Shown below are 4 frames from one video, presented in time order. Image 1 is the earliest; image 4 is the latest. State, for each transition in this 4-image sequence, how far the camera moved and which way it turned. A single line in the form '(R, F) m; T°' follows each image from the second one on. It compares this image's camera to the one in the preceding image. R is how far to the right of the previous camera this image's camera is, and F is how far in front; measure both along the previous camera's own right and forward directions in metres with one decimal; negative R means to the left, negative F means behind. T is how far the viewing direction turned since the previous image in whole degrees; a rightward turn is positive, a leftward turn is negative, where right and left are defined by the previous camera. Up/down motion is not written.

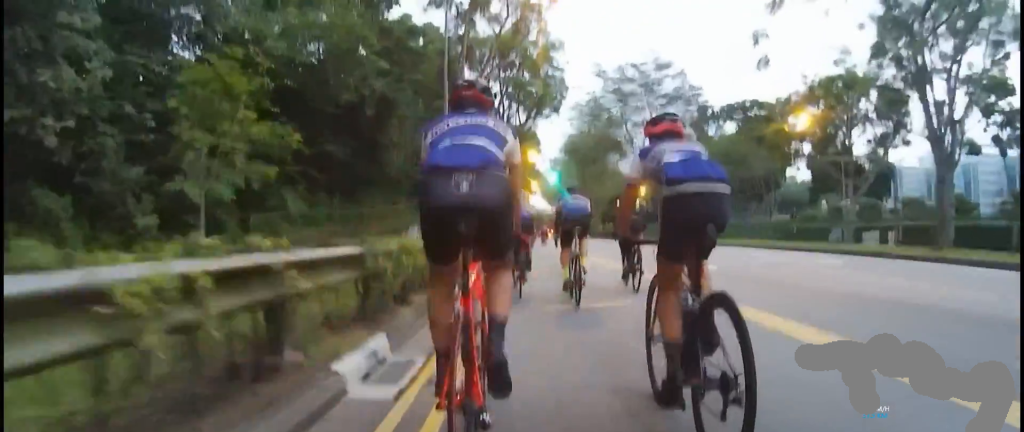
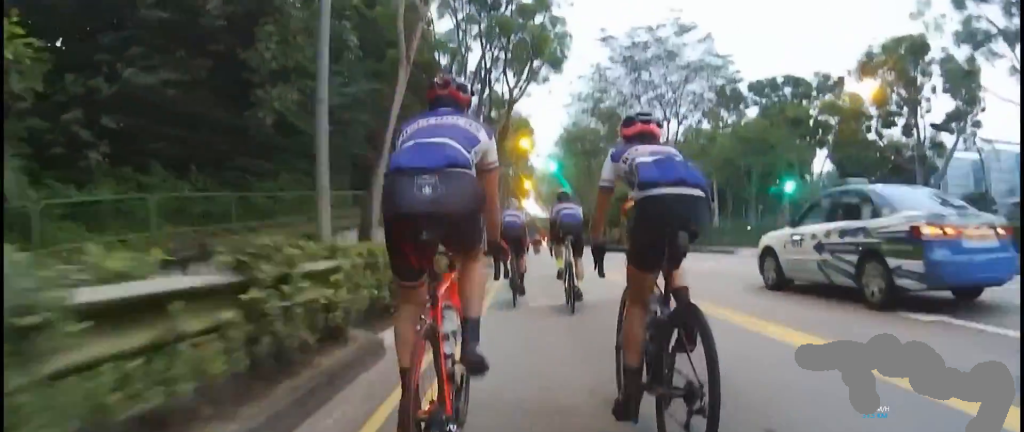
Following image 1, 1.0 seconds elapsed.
(-0.1, +10.6) m; +2°
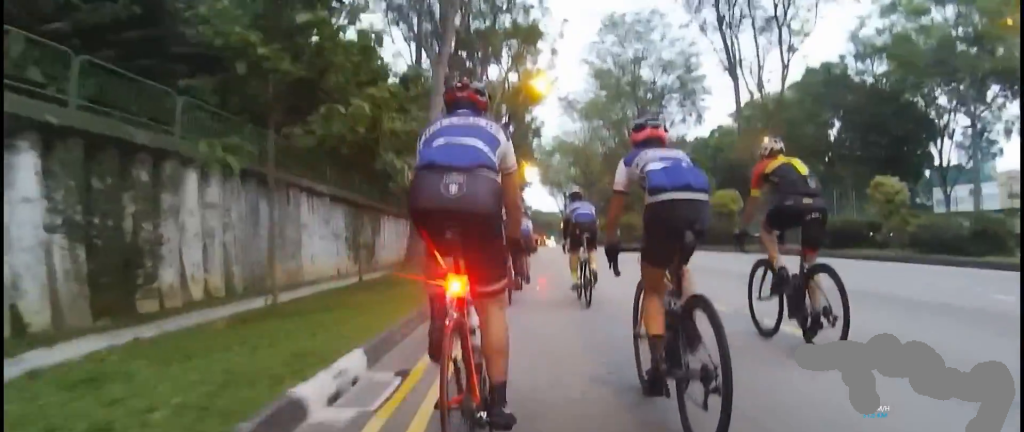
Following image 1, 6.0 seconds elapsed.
(+3.3, +54.1) m; +2°
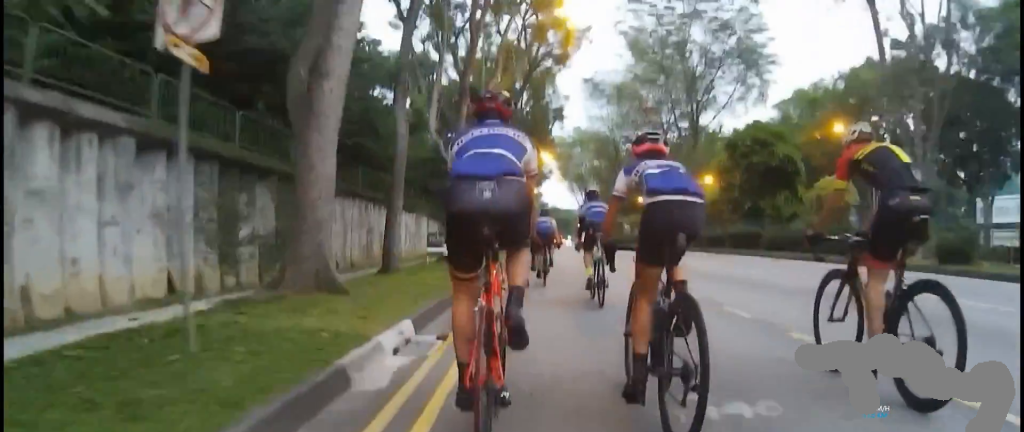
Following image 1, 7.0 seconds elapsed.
(-1.0, +10.9) m; -5°
